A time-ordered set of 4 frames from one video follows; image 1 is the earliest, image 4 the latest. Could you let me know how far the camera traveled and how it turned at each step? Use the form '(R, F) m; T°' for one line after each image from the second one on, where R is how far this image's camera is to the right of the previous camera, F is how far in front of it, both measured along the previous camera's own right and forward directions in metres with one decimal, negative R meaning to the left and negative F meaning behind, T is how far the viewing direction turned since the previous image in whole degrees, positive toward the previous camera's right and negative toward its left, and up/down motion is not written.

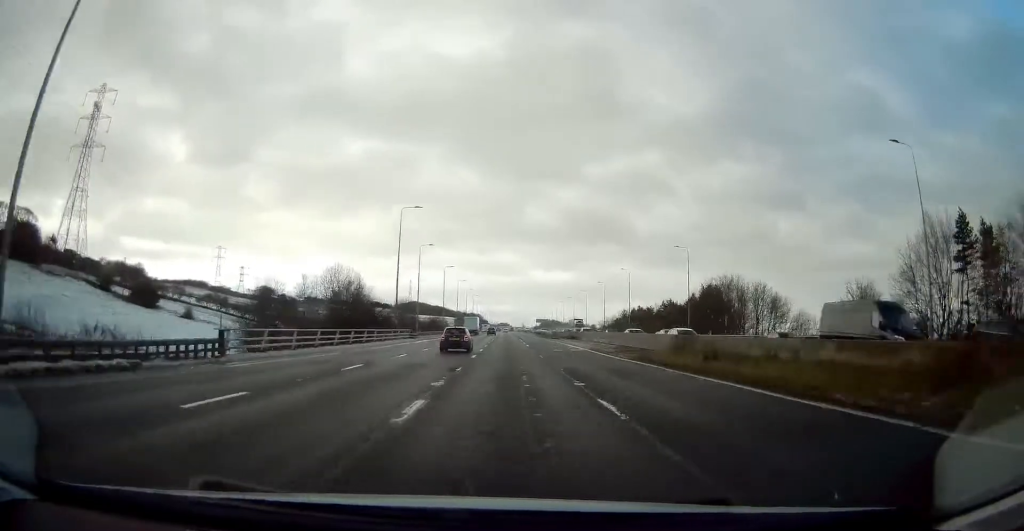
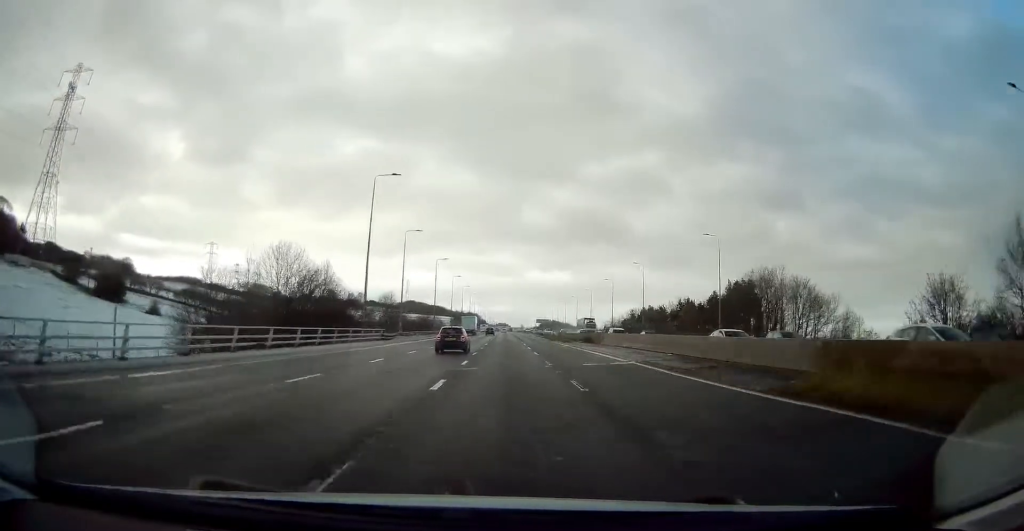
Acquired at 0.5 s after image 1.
(0.0, +13.9) m; 0°
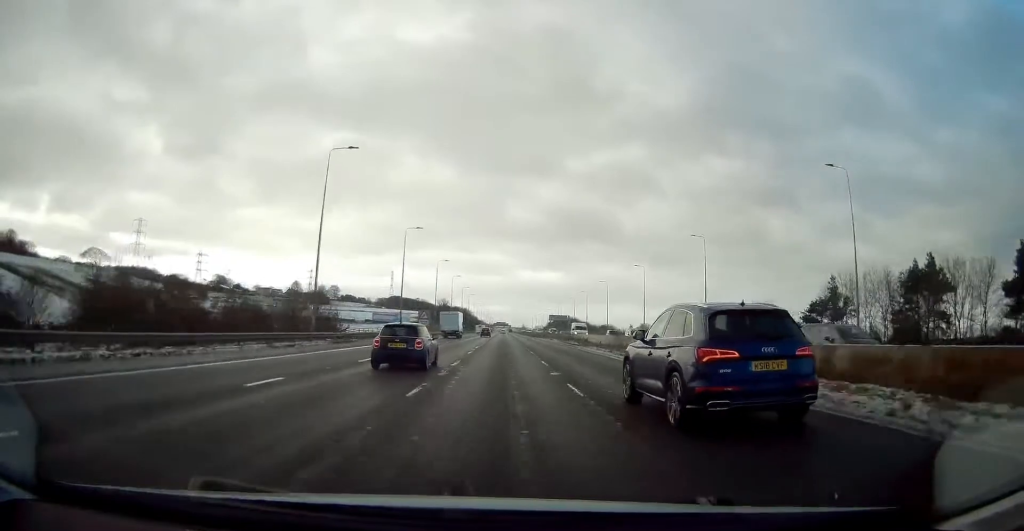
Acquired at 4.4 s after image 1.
(+0.2, +108.1) m; 0°
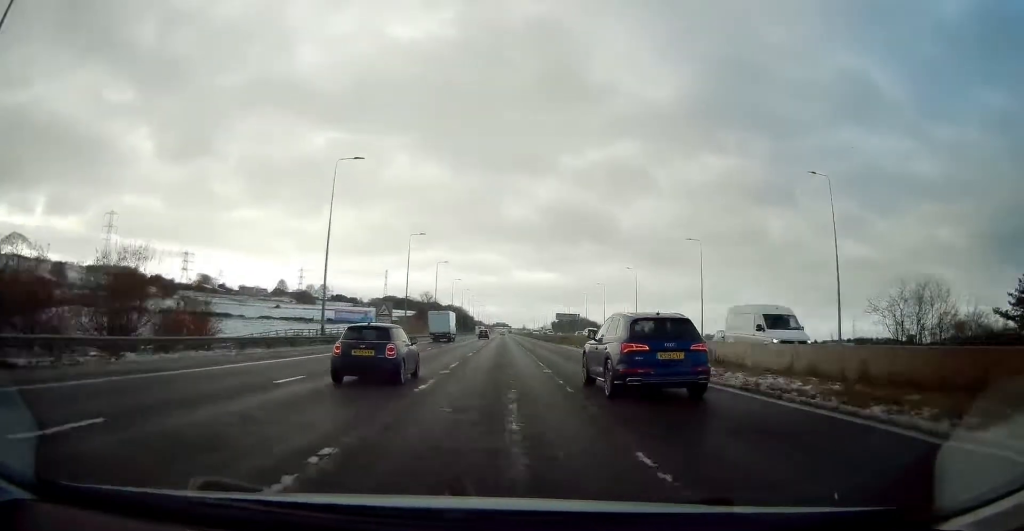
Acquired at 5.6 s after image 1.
(-0.1, +34.5) m; 0°
